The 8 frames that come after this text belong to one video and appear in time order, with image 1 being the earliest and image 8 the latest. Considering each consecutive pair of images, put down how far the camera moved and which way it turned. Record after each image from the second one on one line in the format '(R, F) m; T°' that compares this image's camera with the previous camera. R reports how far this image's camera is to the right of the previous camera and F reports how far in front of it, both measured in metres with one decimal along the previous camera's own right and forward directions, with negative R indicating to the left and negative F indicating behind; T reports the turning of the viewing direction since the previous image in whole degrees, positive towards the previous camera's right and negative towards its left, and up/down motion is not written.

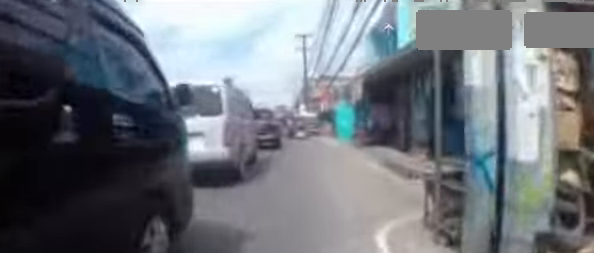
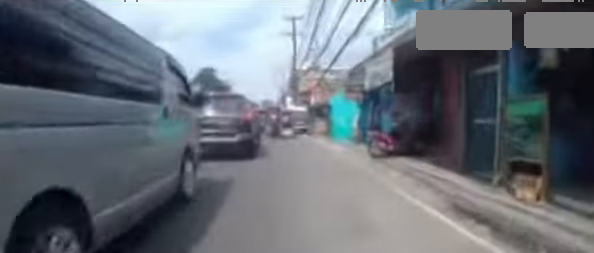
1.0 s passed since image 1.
(0.0, +4.3) m; -4°
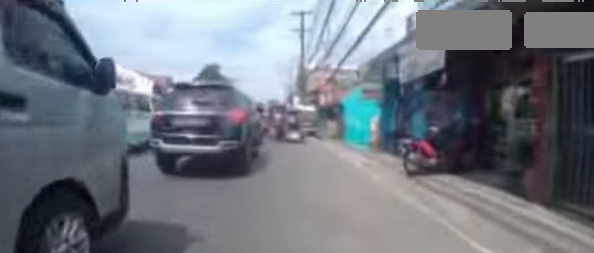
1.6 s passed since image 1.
(-0.1, +2.1) m; -3°
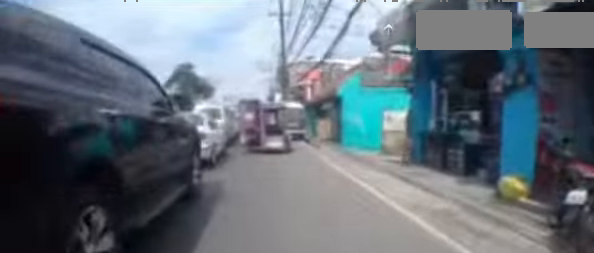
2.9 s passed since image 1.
(-0.2, +4.1) m; -1°
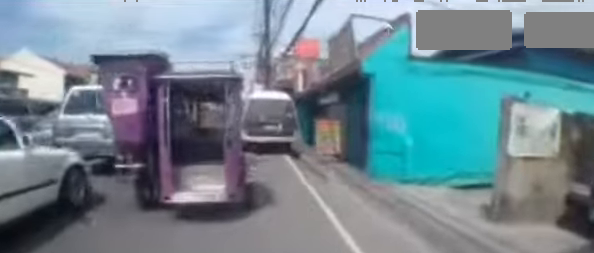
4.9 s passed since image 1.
(+0.6, +5.7) m; +2°
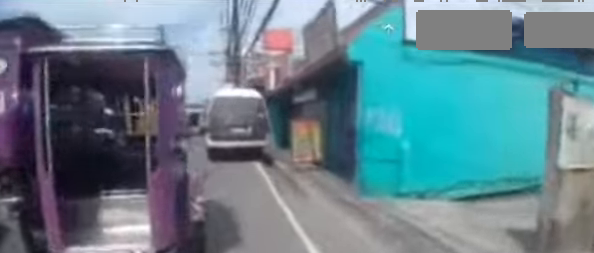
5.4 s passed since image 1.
(0.0, +1.1) m; -5°
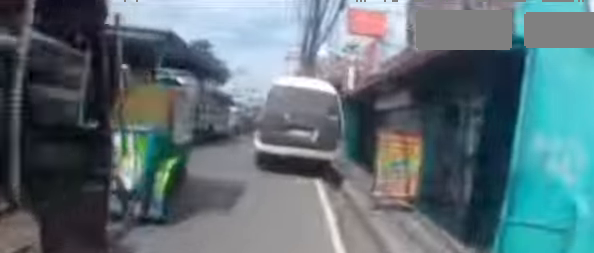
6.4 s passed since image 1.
(-0.4, +2.2) m; -9°
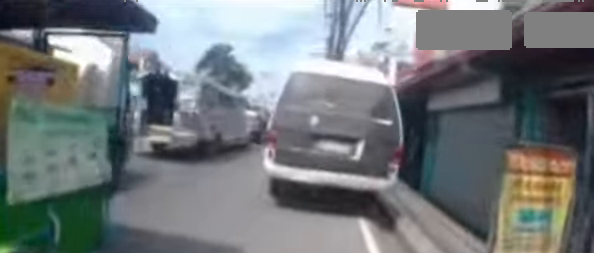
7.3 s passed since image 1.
(0.0, +2.1) m; 0°
